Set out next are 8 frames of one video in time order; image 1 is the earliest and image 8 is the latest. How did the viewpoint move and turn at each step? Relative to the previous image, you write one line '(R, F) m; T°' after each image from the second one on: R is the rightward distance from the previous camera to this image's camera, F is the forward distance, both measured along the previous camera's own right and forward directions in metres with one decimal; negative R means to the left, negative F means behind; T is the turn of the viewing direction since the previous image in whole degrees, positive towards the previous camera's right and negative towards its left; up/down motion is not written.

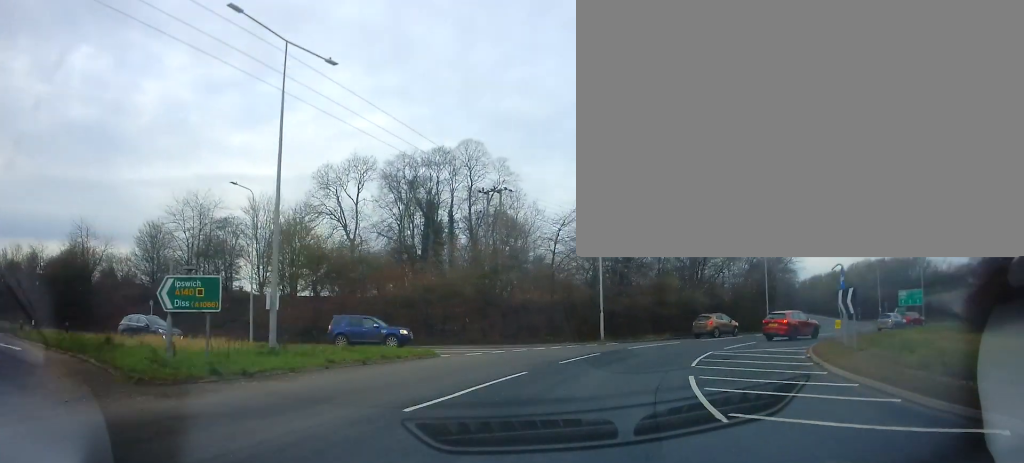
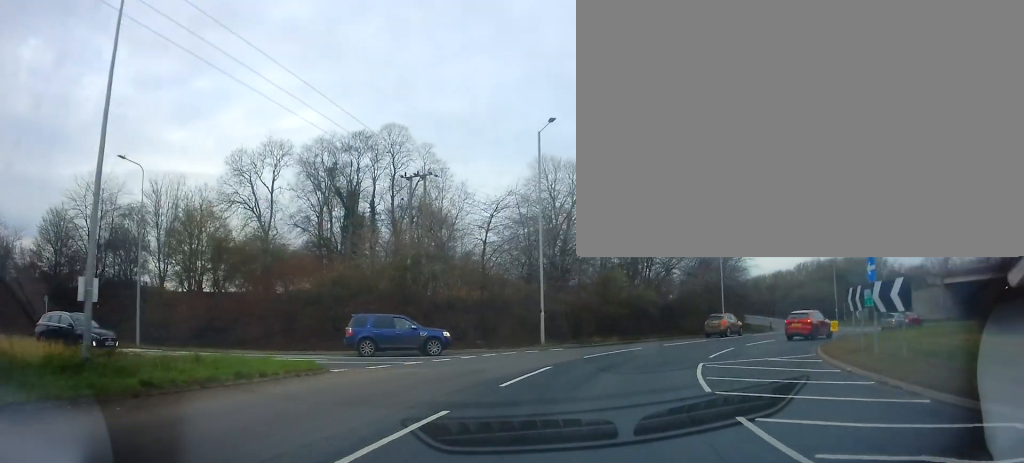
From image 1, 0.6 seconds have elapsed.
(+0.1, +5.8) m; +9°
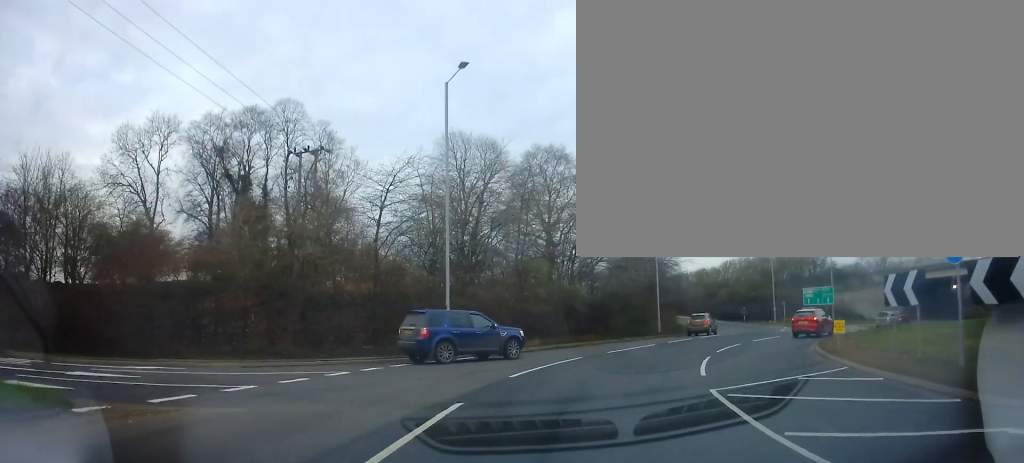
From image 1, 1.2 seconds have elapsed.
(+1.0, +7.0) m; +10°
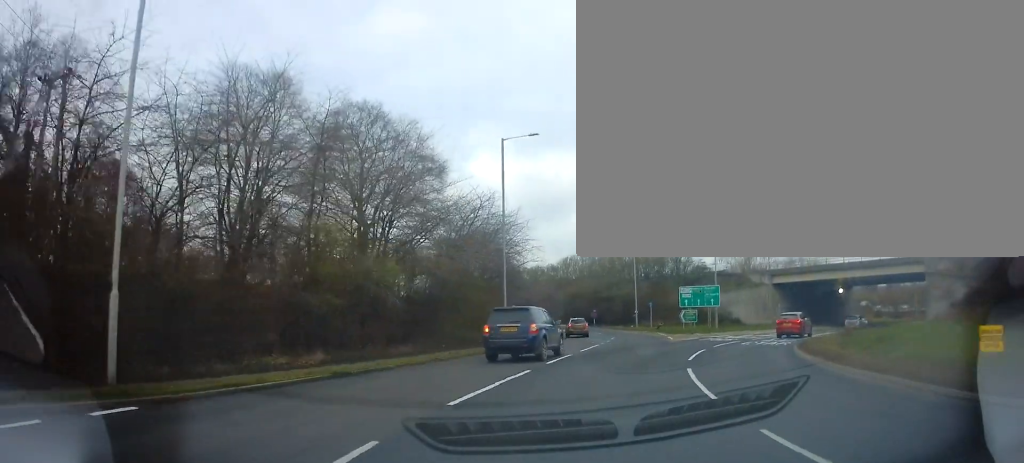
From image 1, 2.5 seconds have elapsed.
(+1.8, +13.2) m; +14°
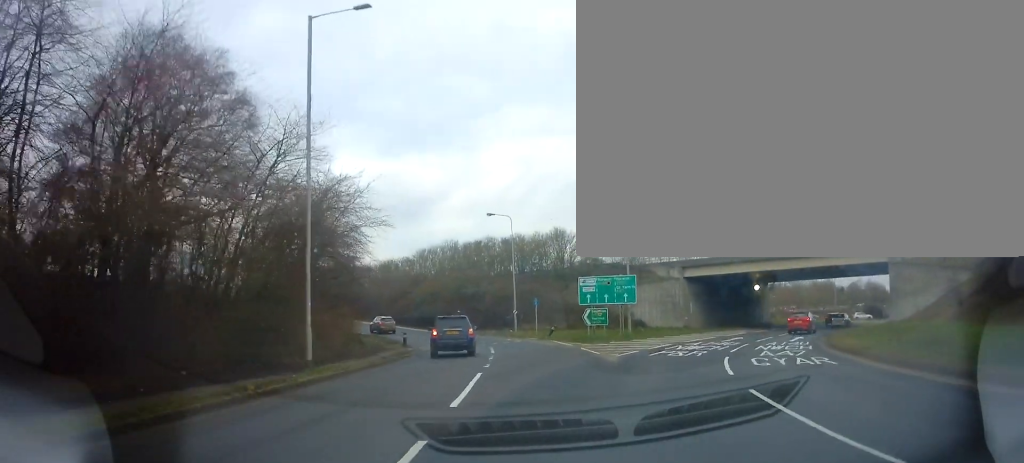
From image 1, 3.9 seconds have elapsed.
(+1.1, +14.8) m; +6°
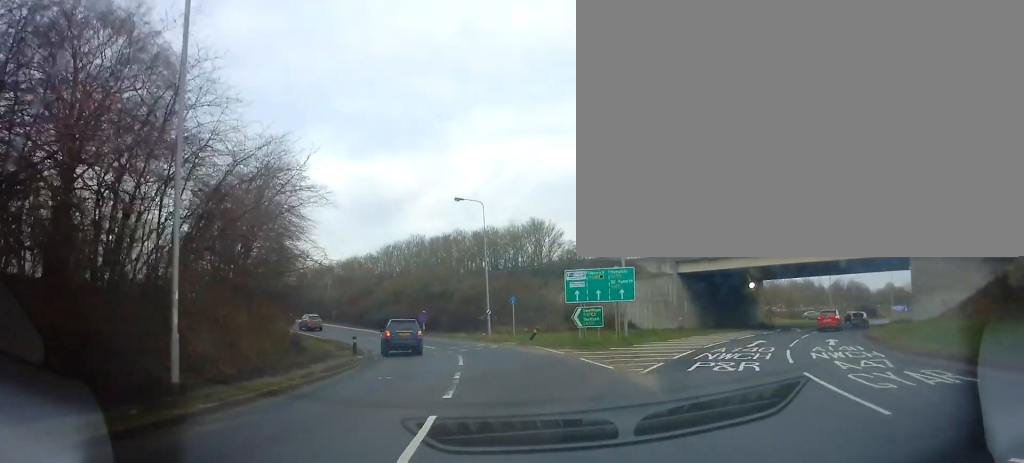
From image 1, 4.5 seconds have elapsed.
(-0.1, +6.6) m; +2°
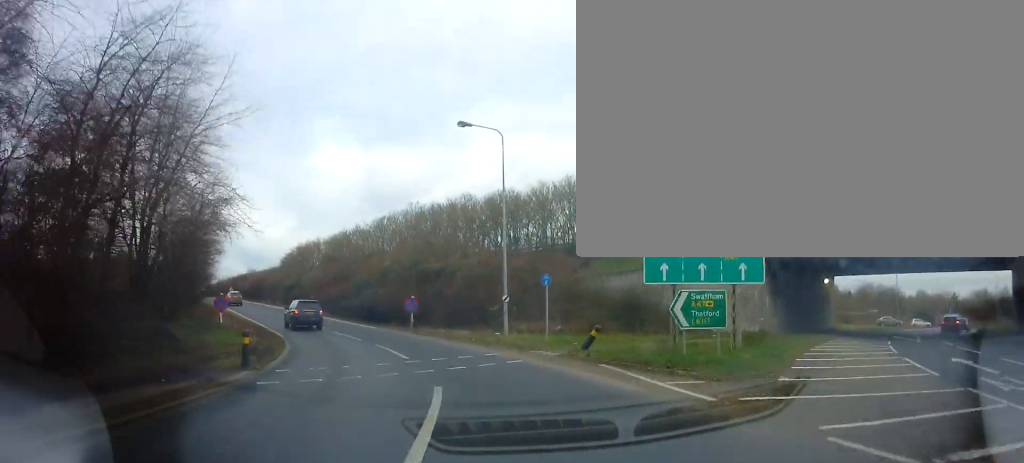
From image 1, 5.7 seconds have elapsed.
(+0.2, +14.5) m; -6°
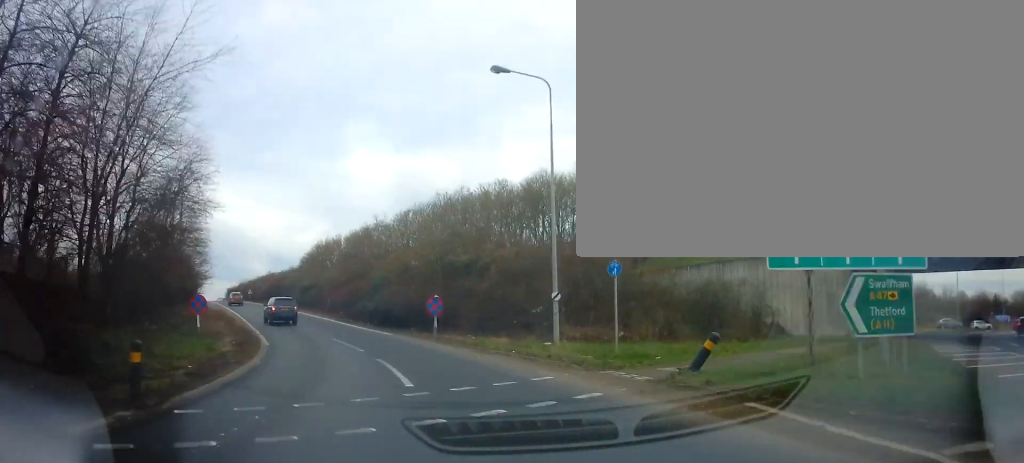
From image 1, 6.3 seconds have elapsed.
(-0.2, +6.6) m; -7°
